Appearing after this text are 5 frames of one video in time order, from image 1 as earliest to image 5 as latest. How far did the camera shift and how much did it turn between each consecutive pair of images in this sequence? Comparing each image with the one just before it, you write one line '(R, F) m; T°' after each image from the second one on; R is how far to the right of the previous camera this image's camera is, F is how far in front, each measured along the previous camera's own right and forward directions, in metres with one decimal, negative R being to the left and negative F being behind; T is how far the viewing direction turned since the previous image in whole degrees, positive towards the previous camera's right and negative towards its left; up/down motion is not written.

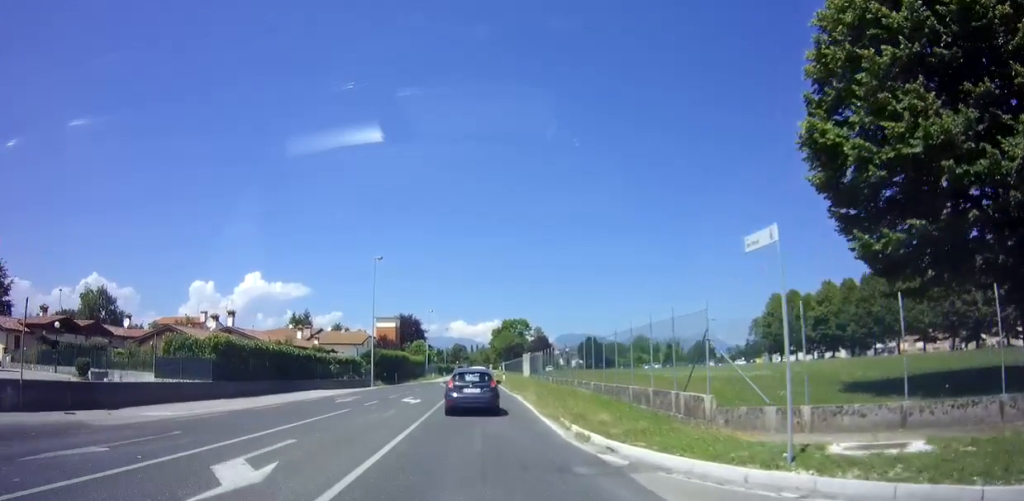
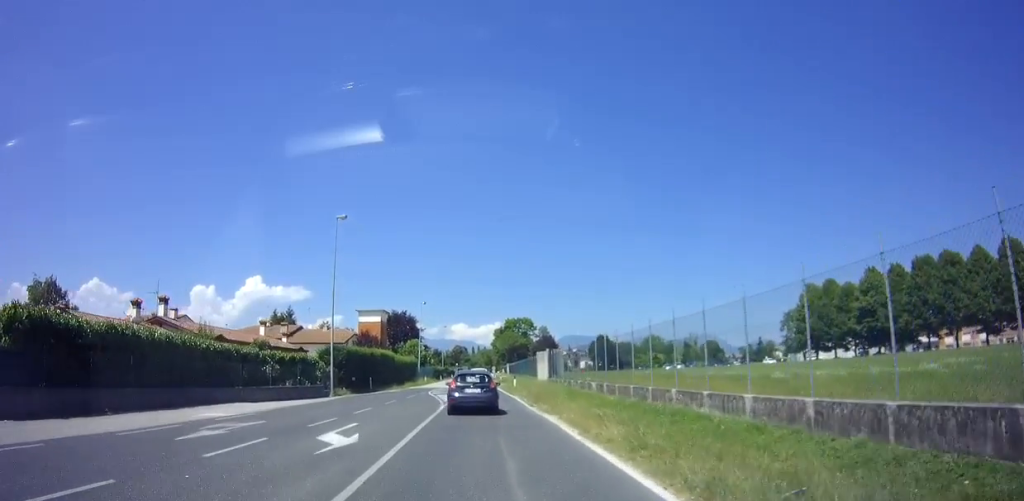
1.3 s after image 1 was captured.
(-0.1, +14.2) m; 0°
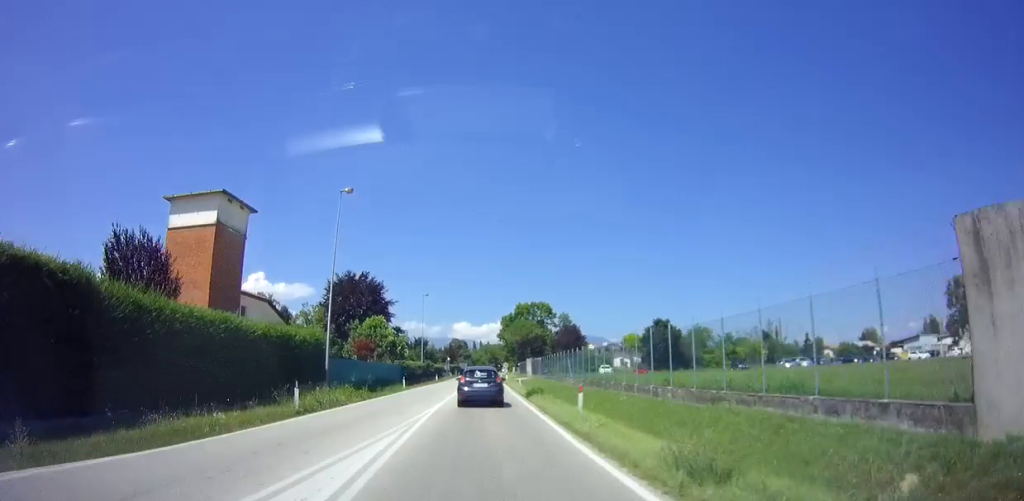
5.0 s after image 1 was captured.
(+0.2, +46.7) m; +1°
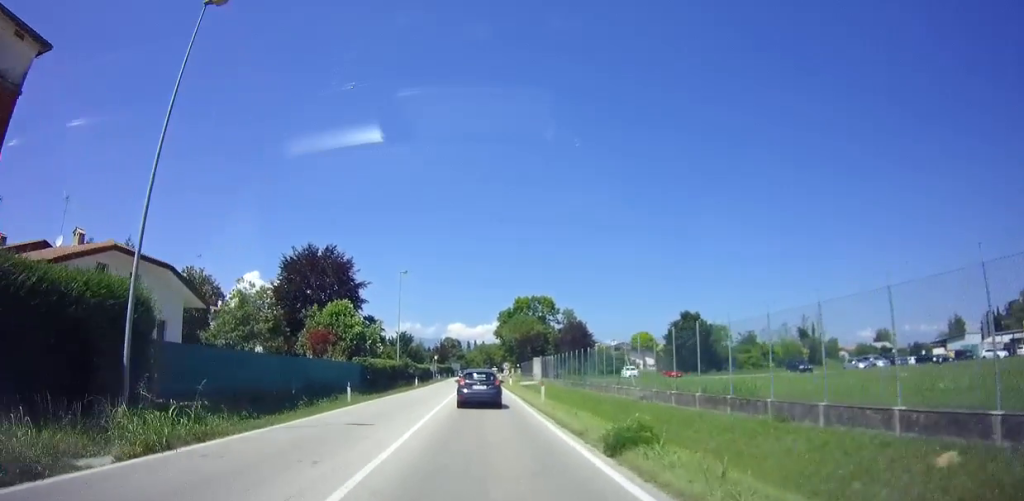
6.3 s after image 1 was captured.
(0.0, +16.0) m; 0°
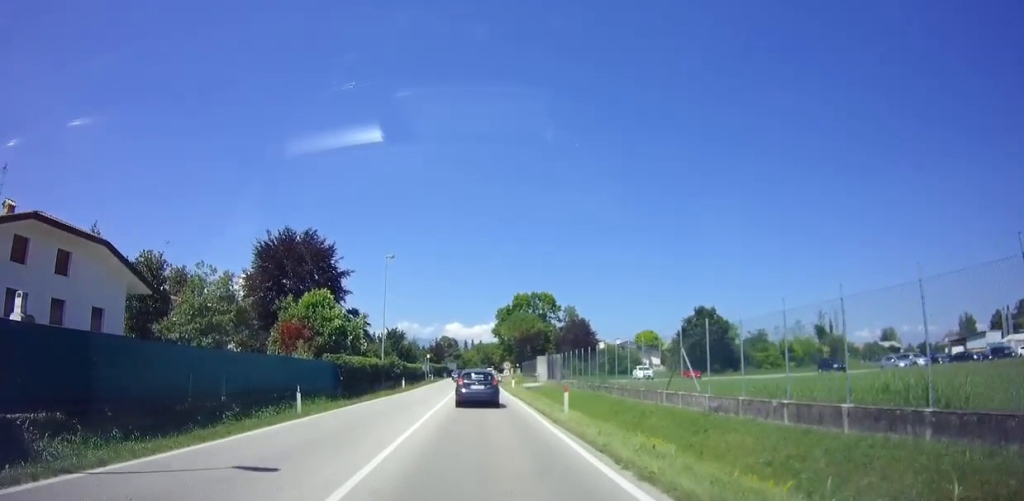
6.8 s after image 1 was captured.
(0.0, +6.8) m; 0°
